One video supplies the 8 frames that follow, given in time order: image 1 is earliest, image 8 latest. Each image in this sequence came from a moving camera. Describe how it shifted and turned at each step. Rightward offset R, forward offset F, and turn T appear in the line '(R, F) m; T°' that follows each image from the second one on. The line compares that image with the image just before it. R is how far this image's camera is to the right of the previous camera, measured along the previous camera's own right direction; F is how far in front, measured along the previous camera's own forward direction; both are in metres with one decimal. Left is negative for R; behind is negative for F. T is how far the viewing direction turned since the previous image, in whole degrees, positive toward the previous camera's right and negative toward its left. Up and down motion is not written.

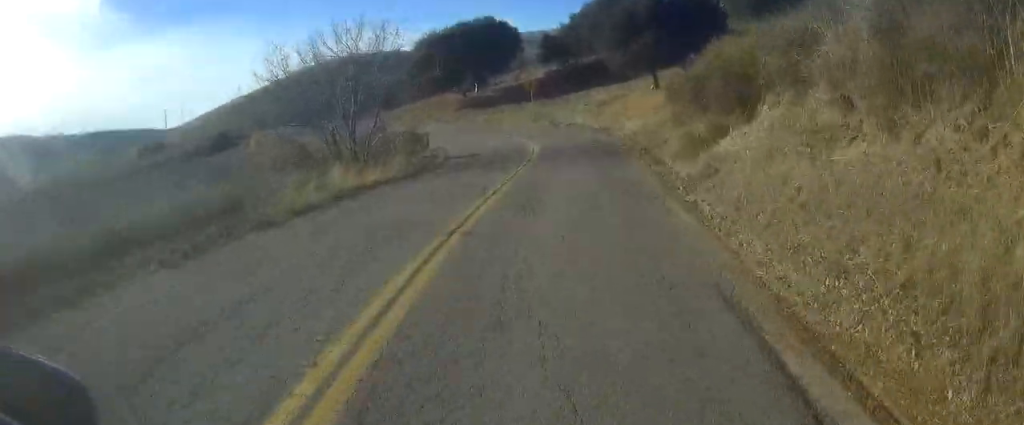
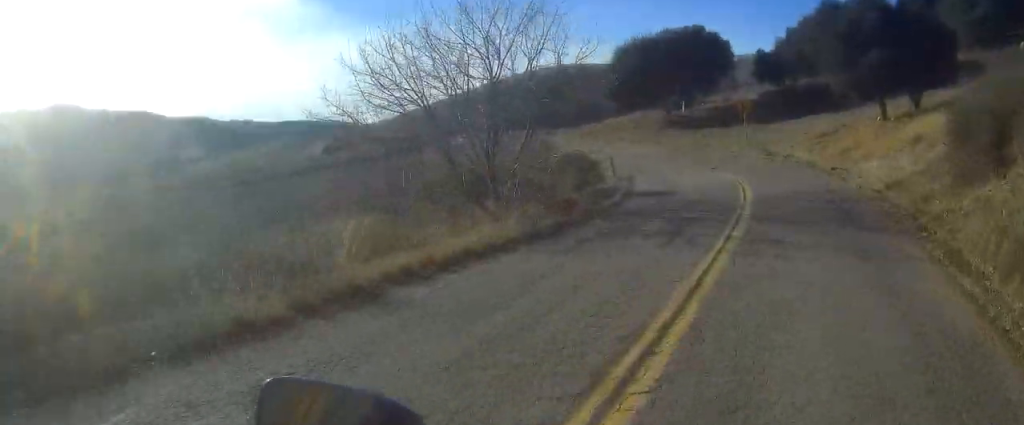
(+0.6, +7.4) m; +6°
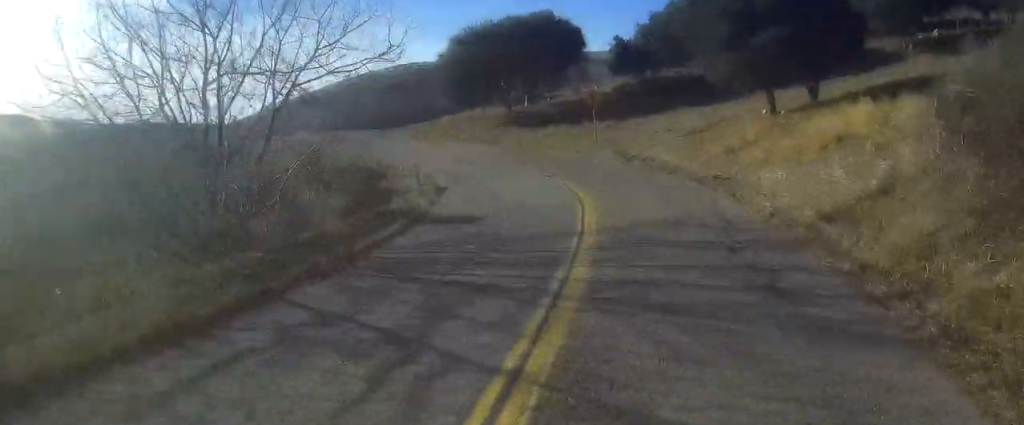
(+0.2, +5.7) m; +3°
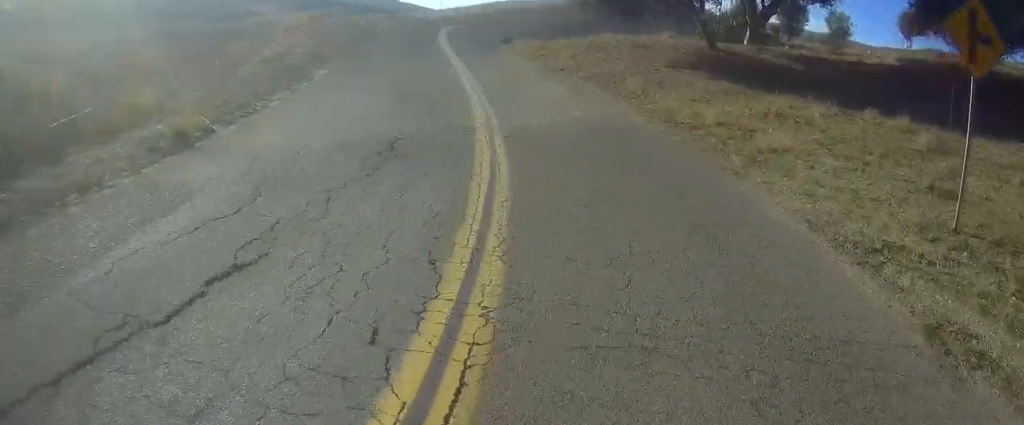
(-1.0, +25.8) m; -9°
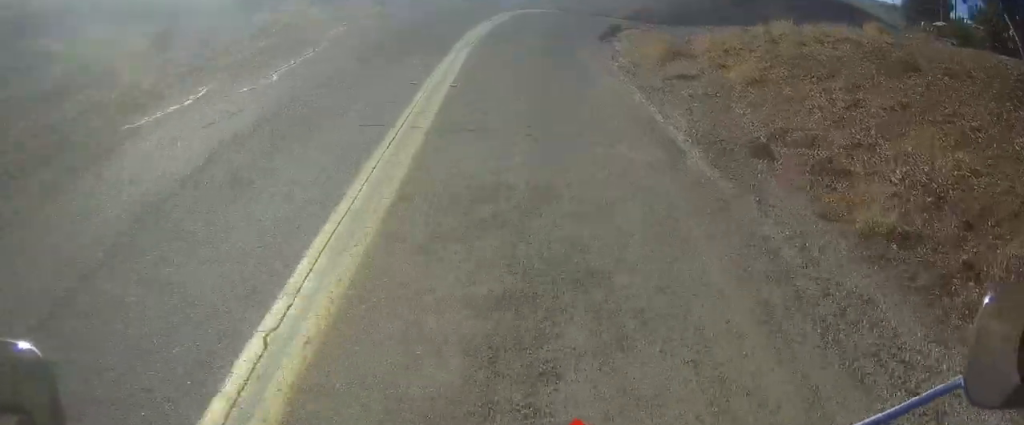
(-1.0, +16.1) m; -7°
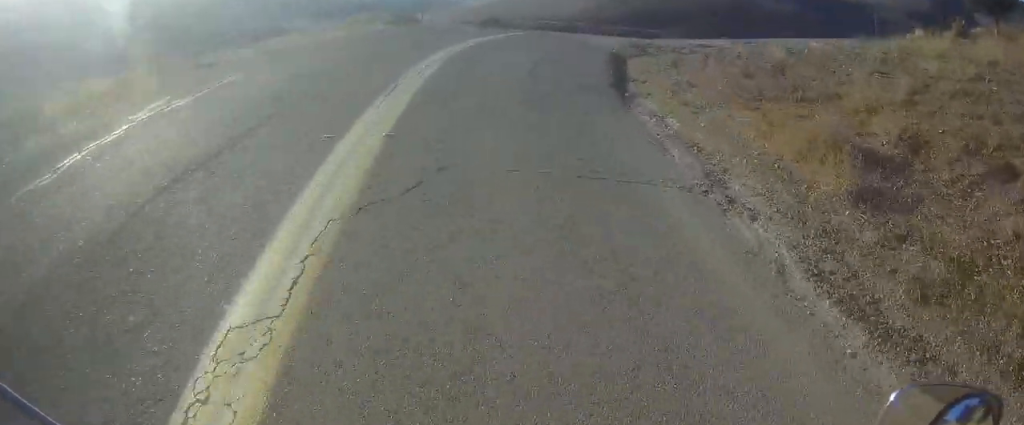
(-0.4, +10.3) m; -3°
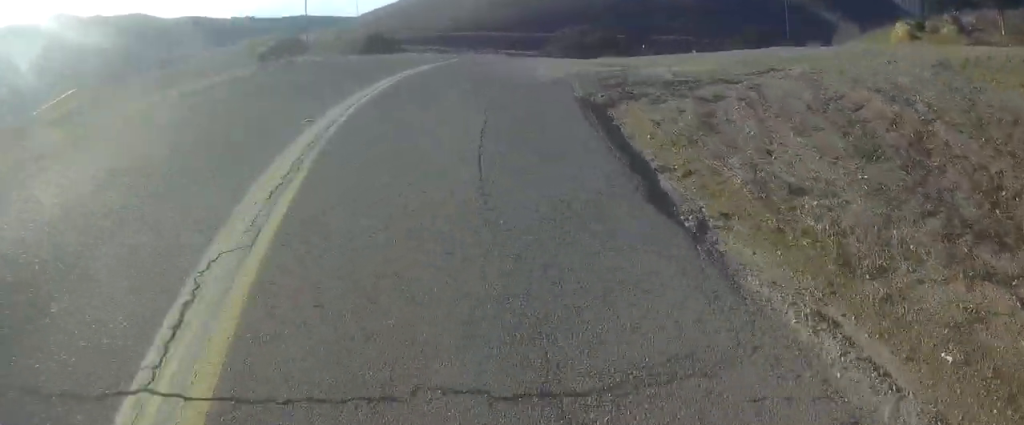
(-0.1, +5.9) m; -1°
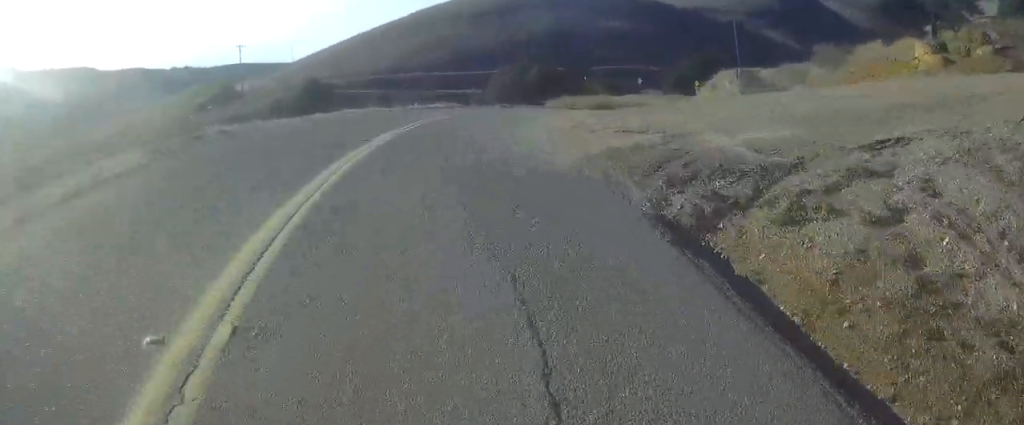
(-0.1, +4.5) m; +3°
